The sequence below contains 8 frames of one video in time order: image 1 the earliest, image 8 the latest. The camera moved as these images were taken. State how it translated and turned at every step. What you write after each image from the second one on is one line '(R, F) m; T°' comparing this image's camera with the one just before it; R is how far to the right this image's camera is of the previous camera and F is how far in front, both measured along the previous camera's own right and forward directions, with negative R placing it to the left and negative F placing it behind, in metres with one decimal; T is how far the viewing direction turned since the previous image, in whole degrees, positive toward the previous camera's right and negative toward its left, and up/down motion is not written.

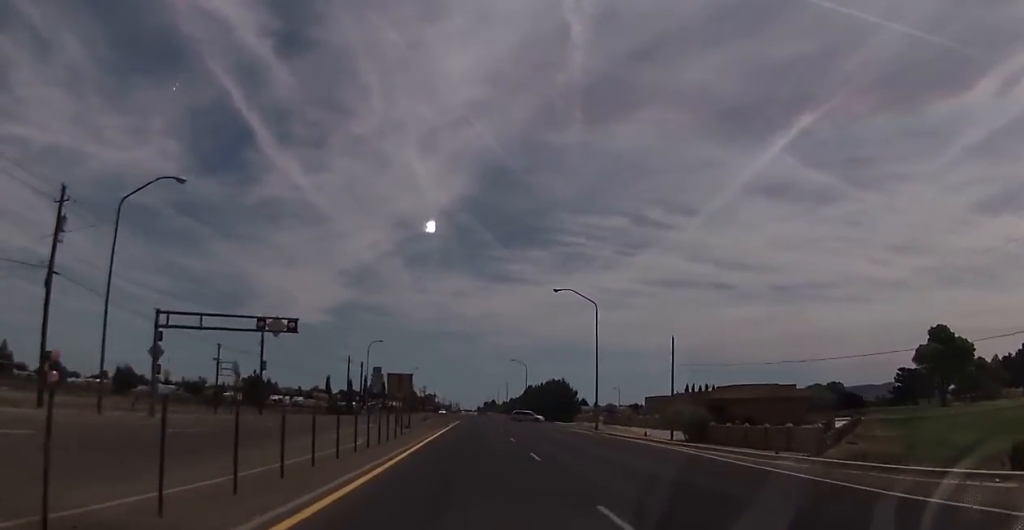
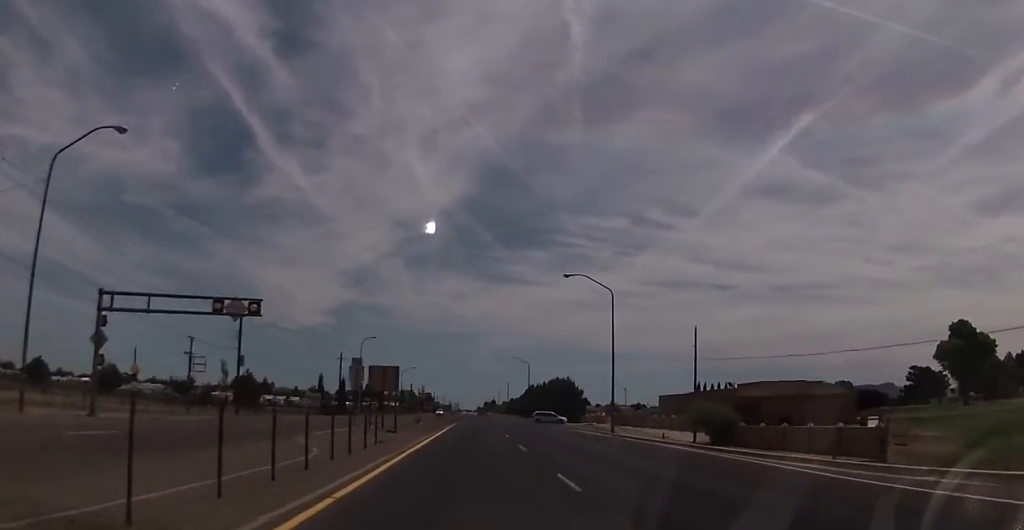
(0.0, +7.2) m; 0°
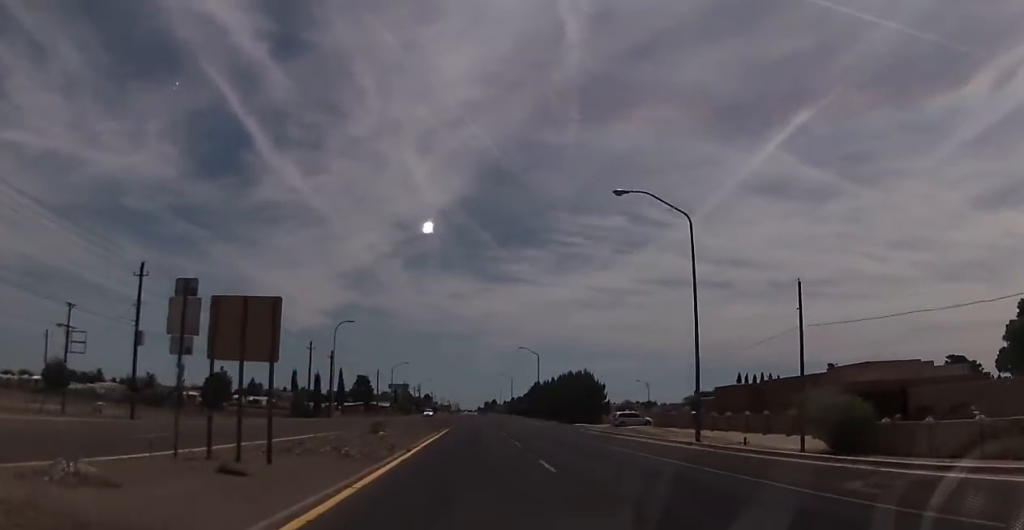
(0.0, +20.8) m; 0°
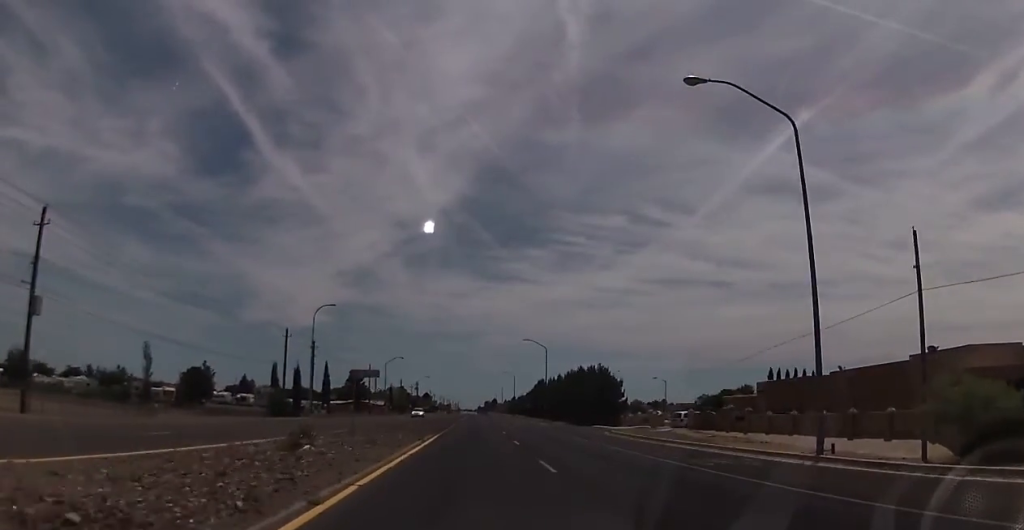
(0.0, +12.4) m; +1°
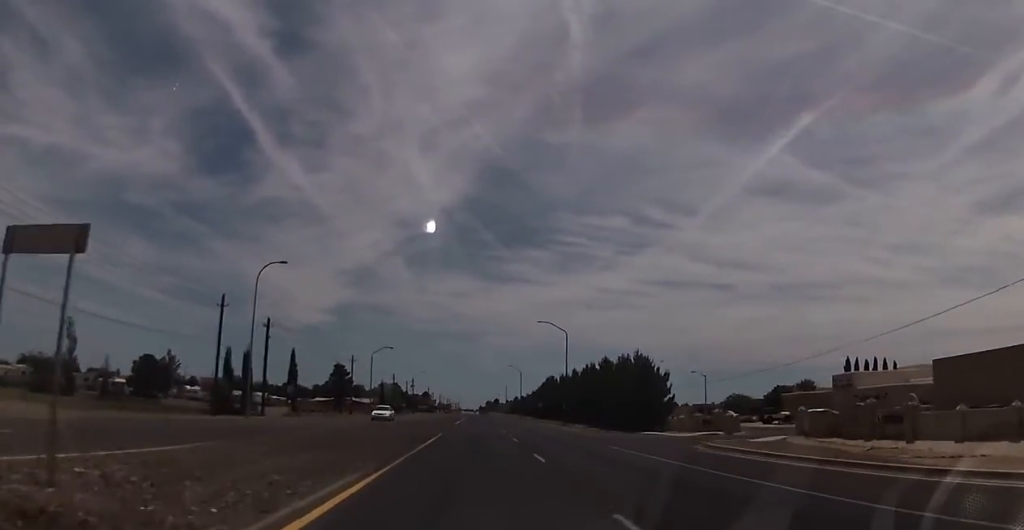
(+0.5, +21.6) m; +1°
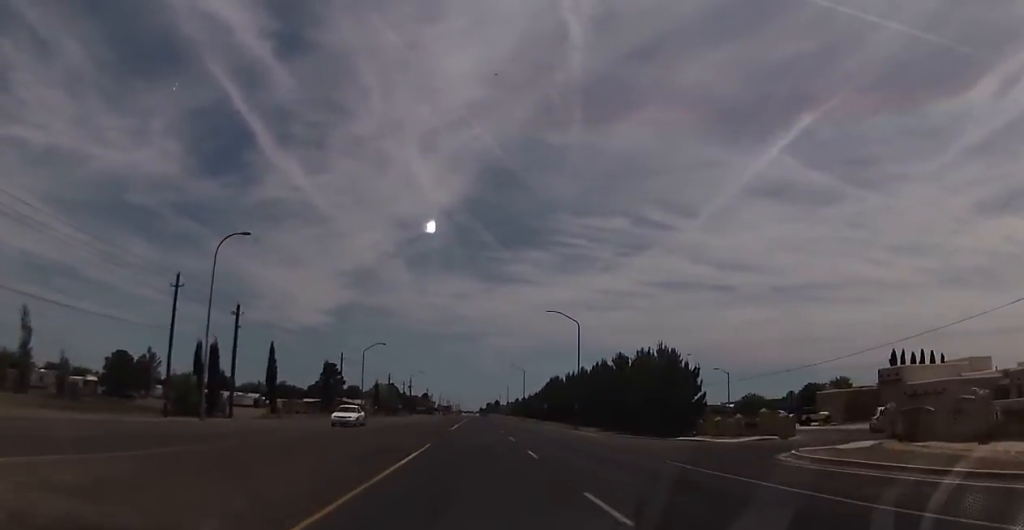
(0.0, +9.7) m; -1°
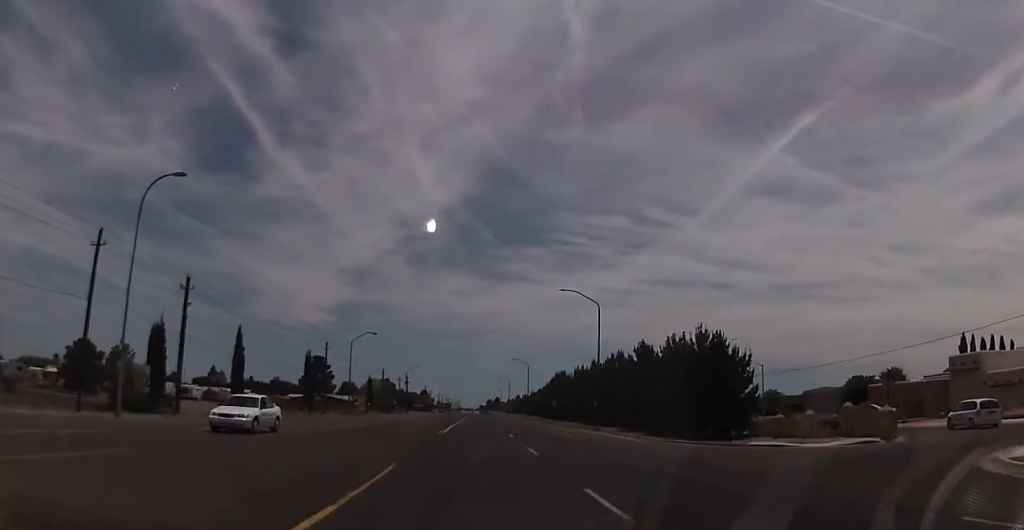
(-0.2, +11.7) m; -1°
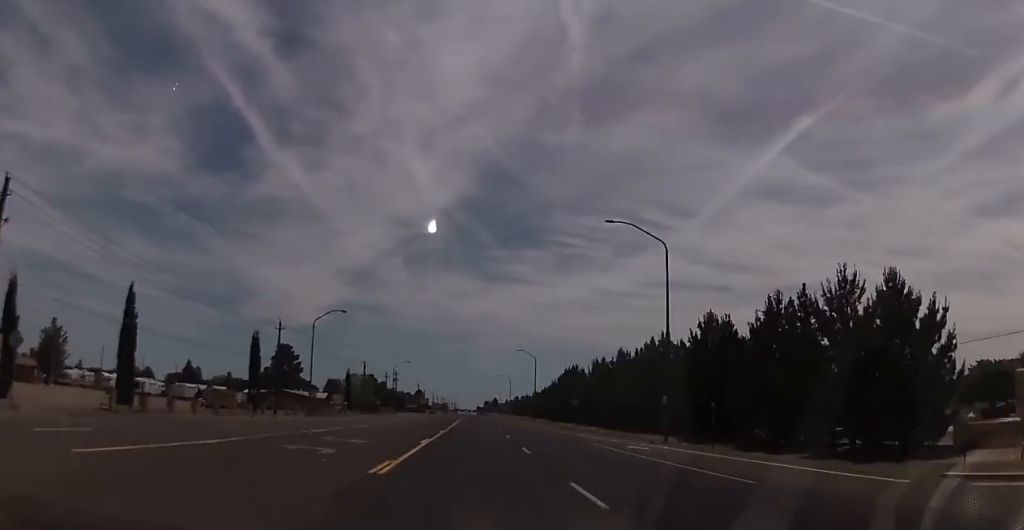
(0.0, +23.1) m; 0°
